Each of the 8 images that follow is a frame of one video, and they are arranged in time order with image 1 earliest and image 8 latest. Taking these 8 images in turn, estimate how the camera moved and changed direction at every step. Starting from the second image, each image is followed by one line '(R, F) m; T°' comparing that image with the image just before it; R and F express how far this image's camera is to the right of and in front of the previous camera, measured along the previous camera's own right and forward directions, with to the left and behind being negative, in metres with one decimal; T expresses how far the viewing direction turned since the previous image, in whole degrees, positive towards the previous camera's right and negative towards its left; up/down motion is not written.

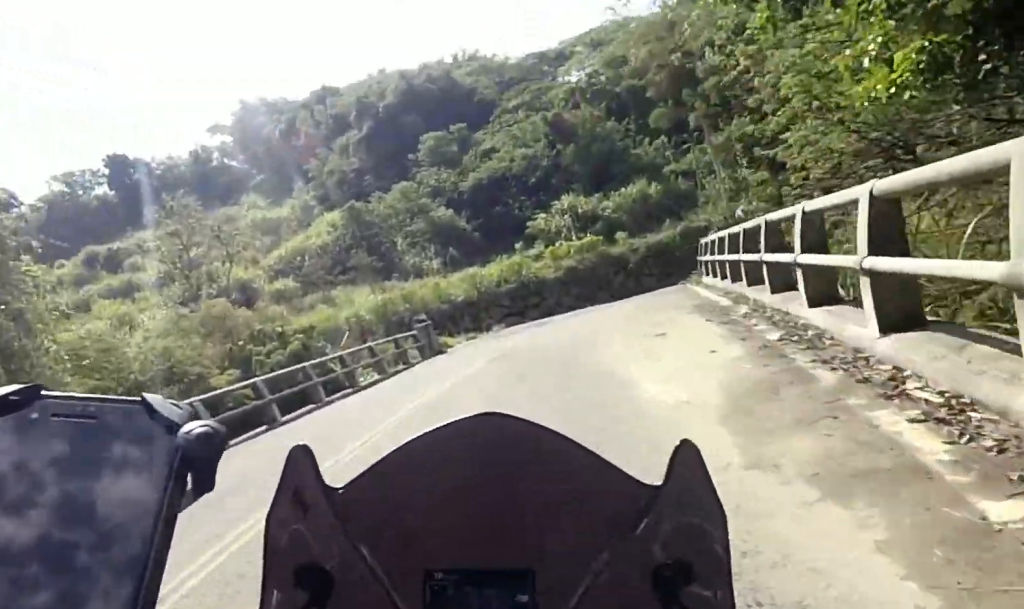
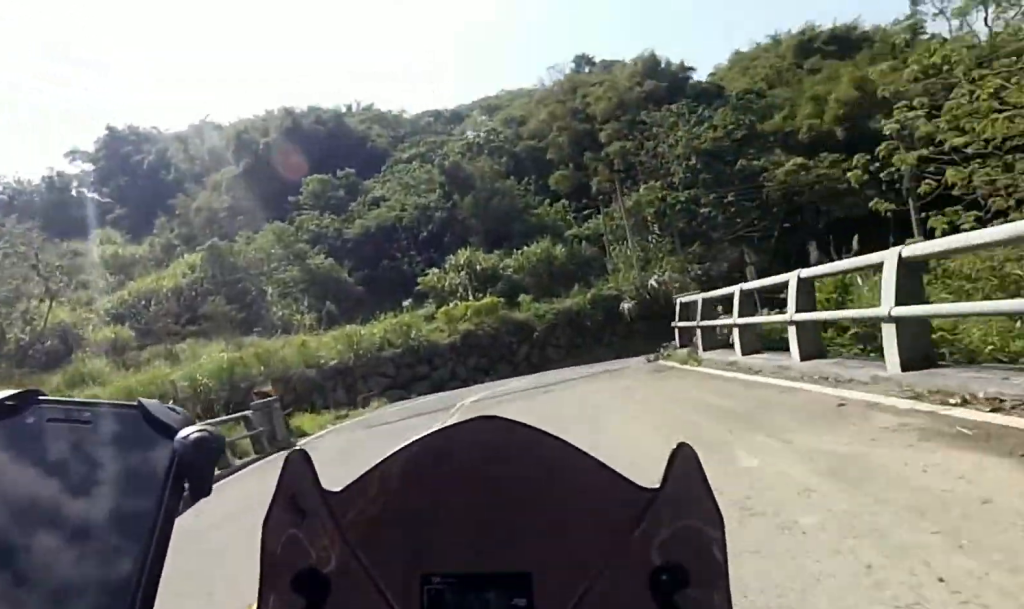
(-0.1, +8.1) m; +5°
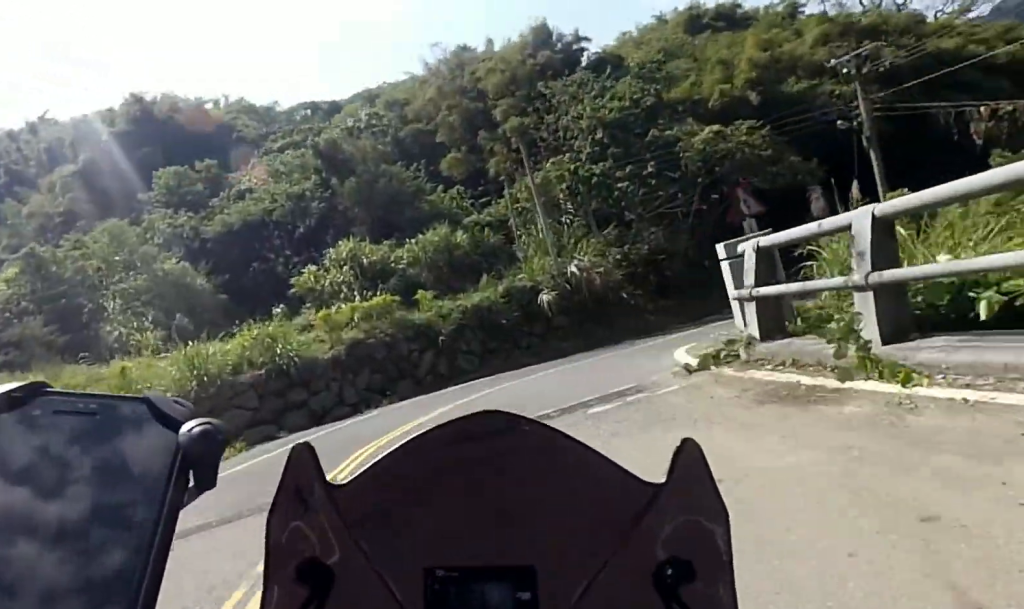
(+0.9, +7.8) m; +12°
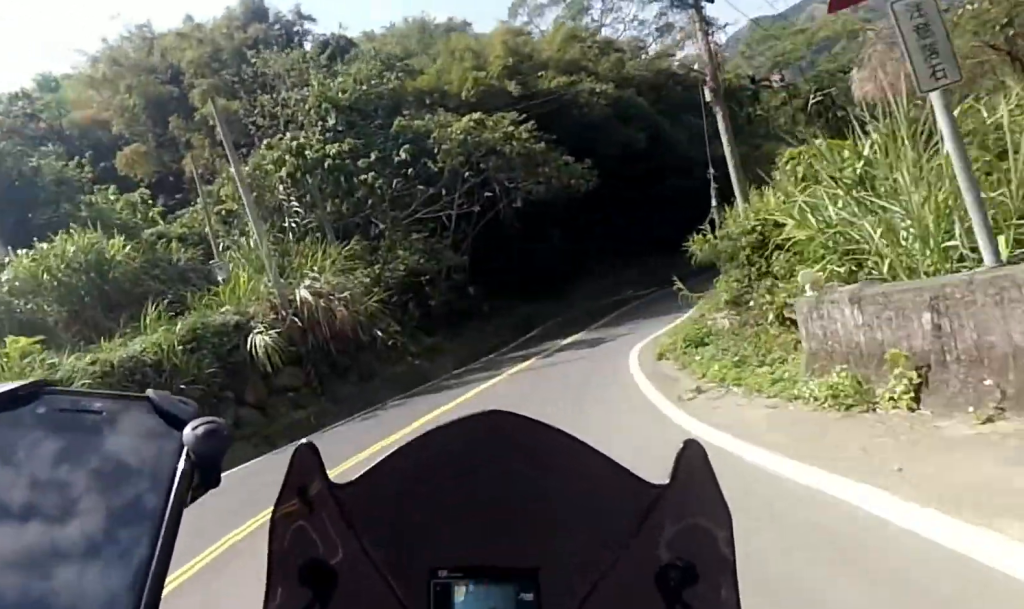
(+2.2, +12.2) m; +33°
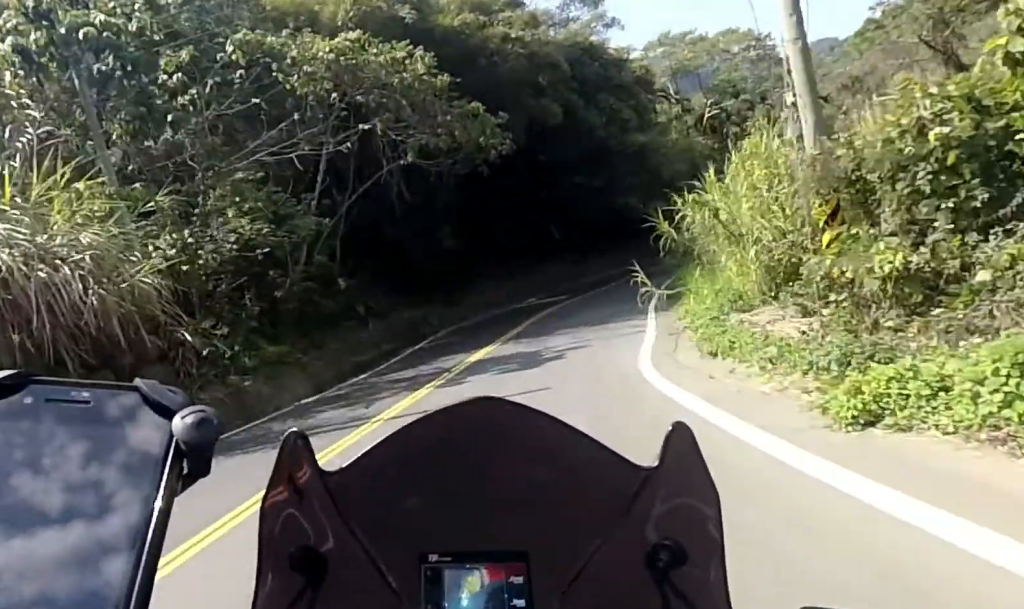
(+2.6, +7.7) m; +15°
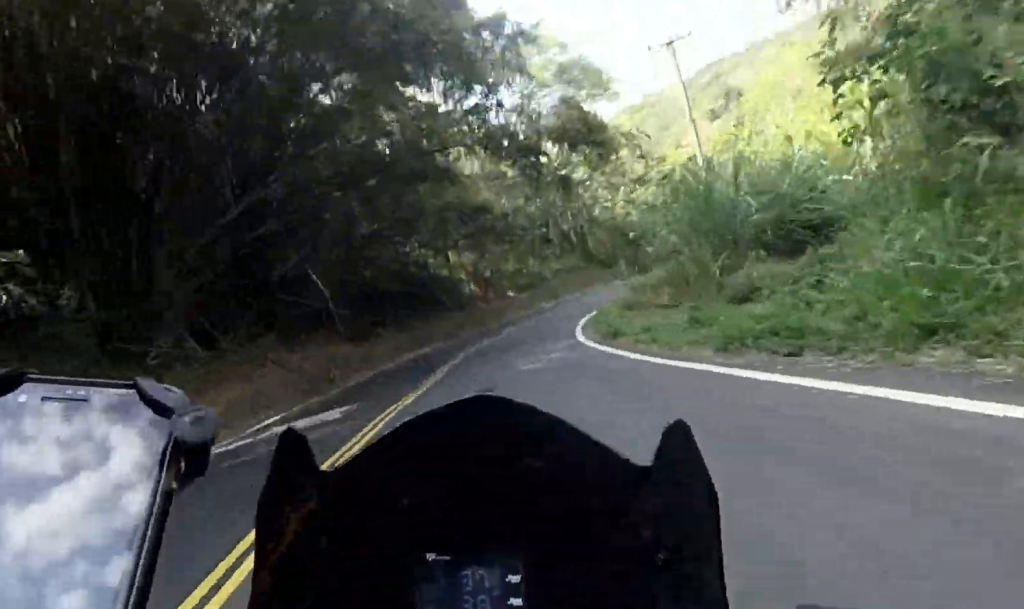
(+1.7, +20.2) m; +17°
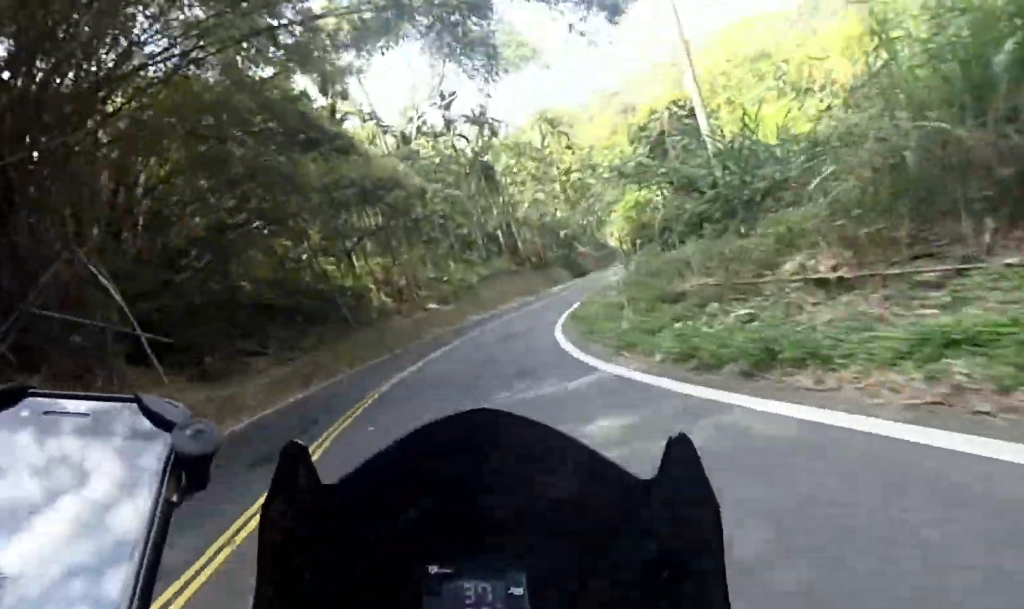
(+0.8, +8.3) m; +11°
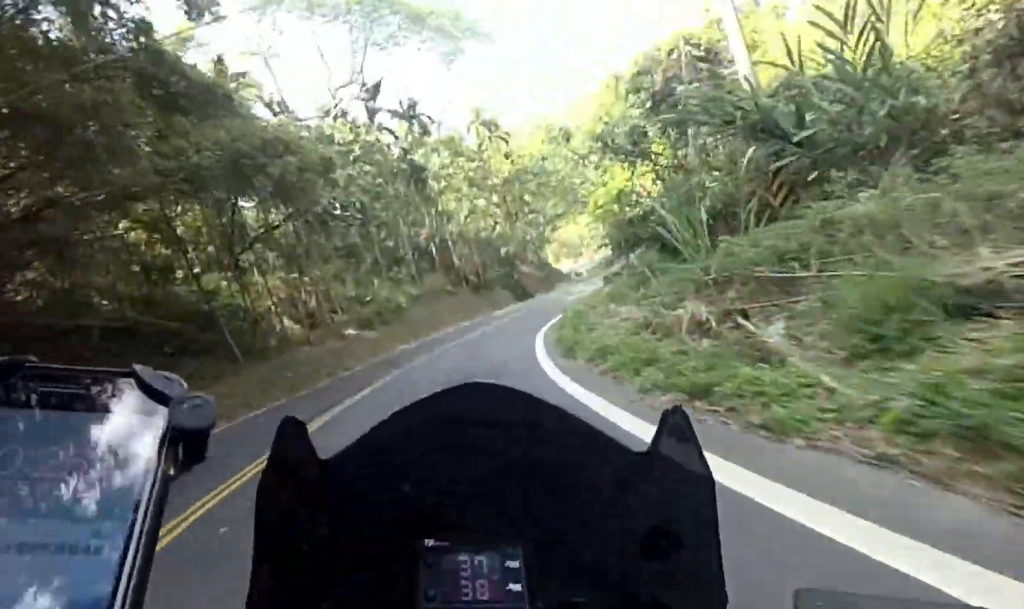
(+1.1, +7.1) m; +7°
